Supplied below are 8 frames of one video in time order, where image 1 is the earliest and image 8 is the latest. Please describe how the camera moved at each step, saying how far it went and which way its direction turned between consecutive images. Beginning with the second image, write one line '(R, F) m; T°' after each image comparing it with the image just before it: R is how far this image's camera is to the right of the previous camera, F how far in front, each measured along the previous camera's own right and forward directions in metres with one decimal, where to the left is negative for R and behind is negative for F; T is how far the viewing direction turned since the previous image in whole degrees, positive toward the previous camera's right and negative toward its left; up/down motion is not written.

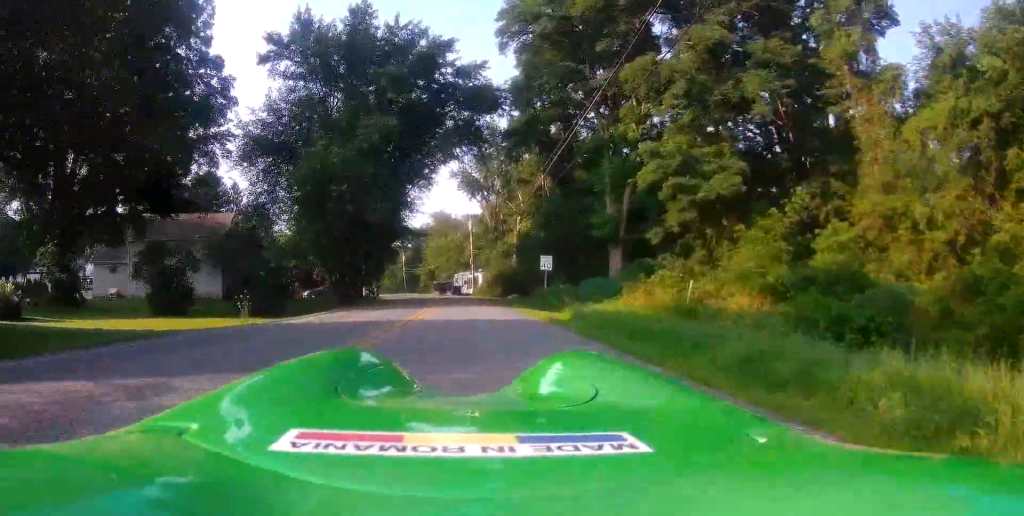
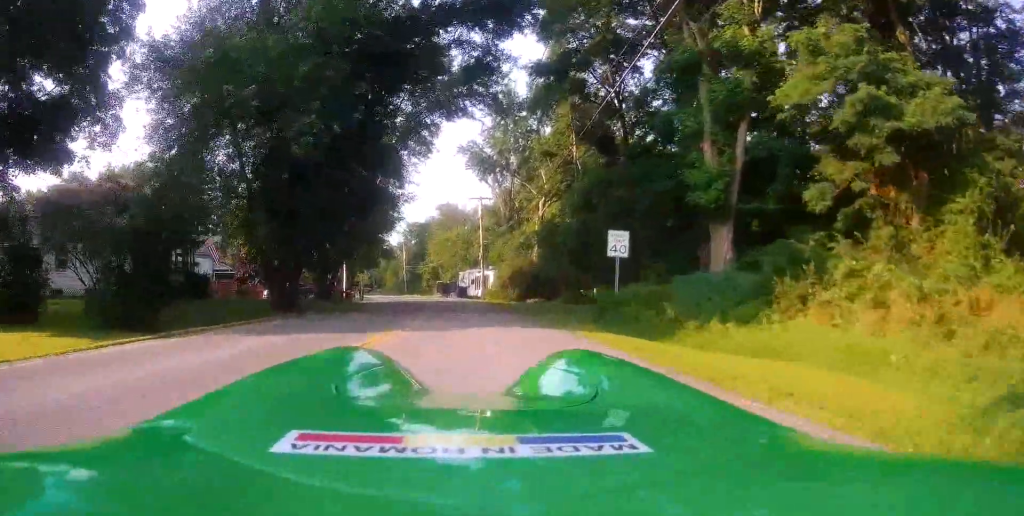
(+0.4, +13.9) m; -4°
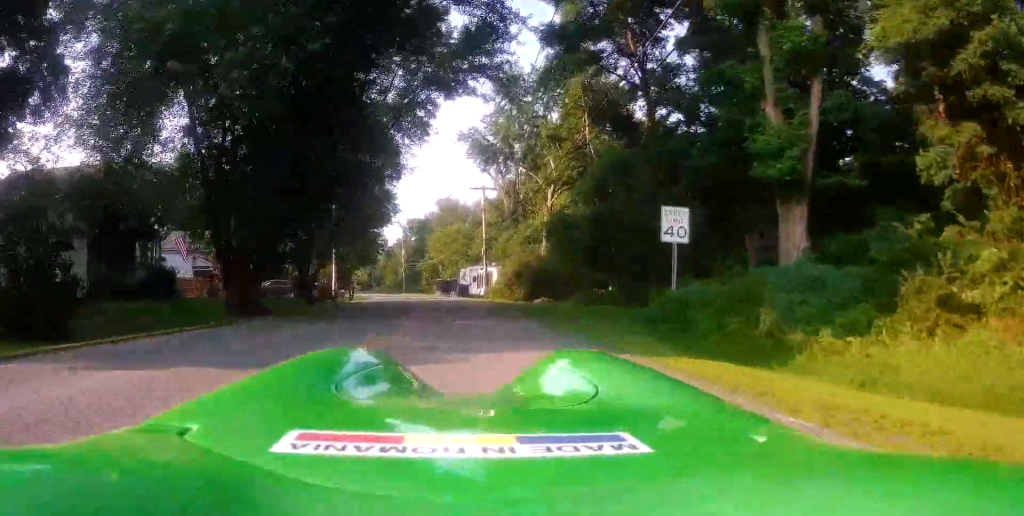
(-0.3, +3.4) m; -3°
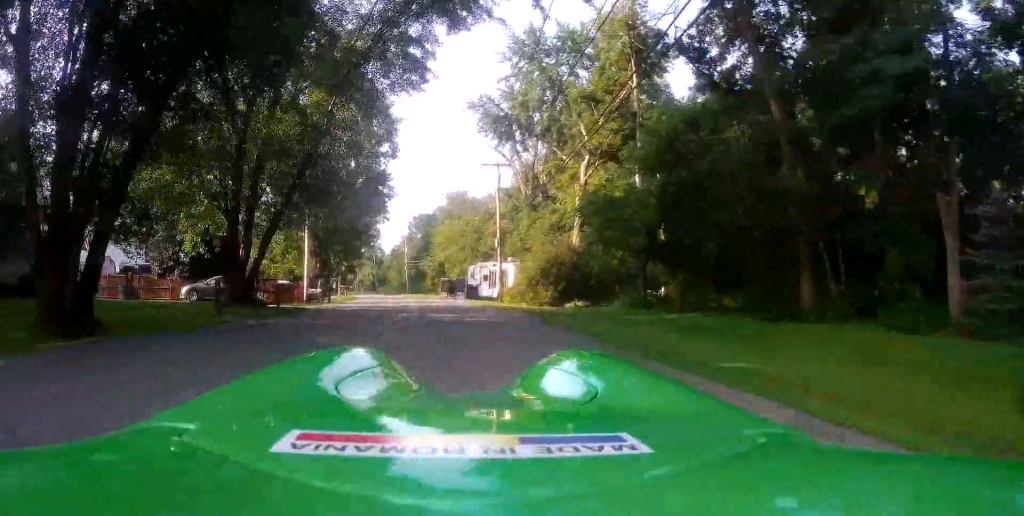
(-0.3, +7.6) m; 0°
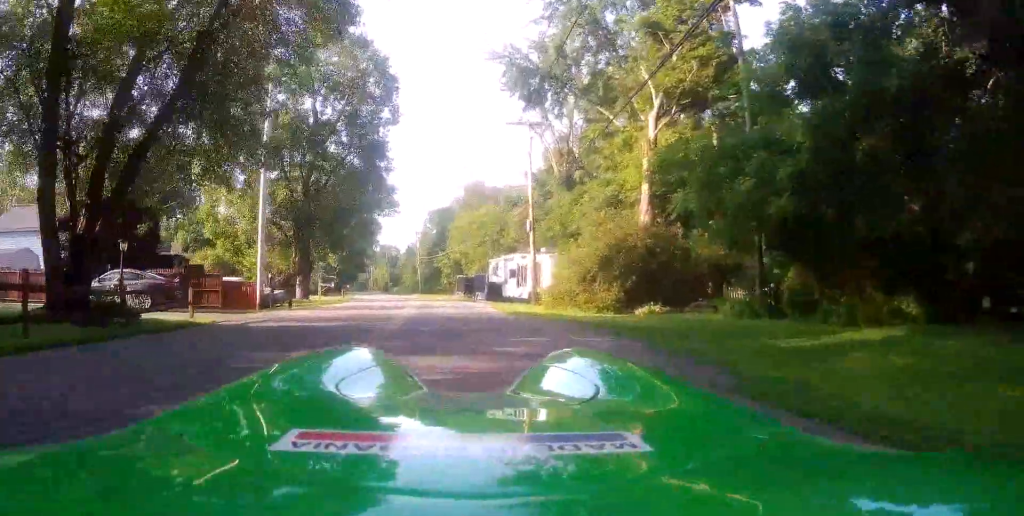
(+0.3, +11.0) m; 0°
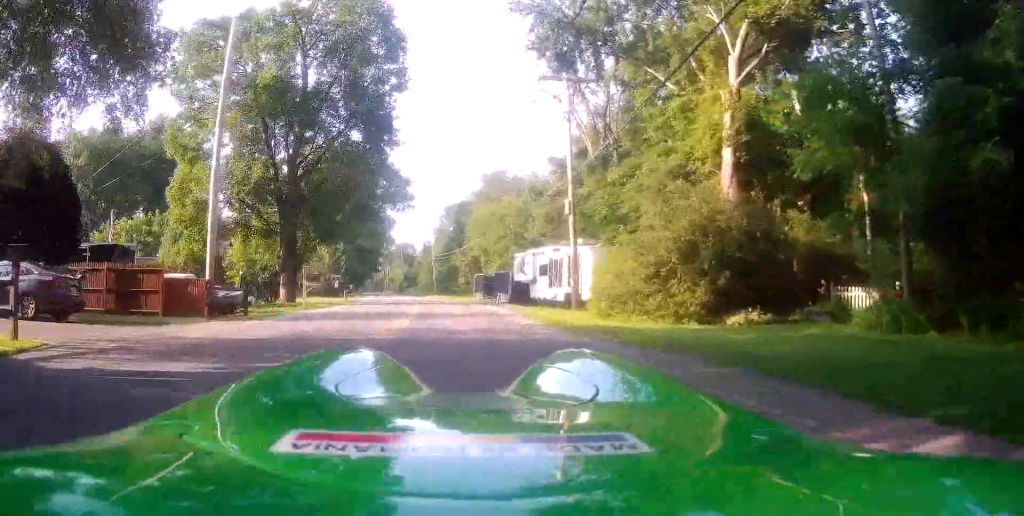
(-0.2, +7.1) m; -2°
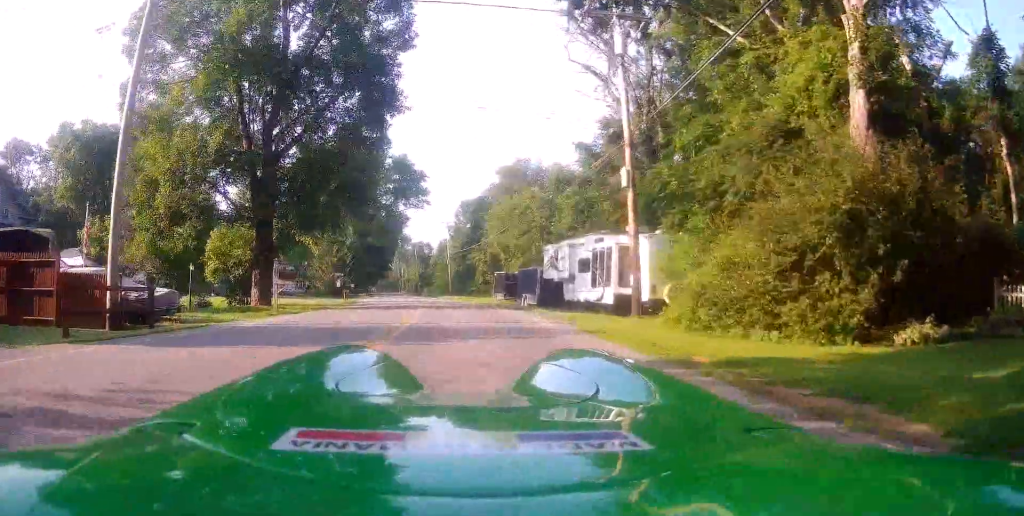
(0.0, +6.8) m; 0°
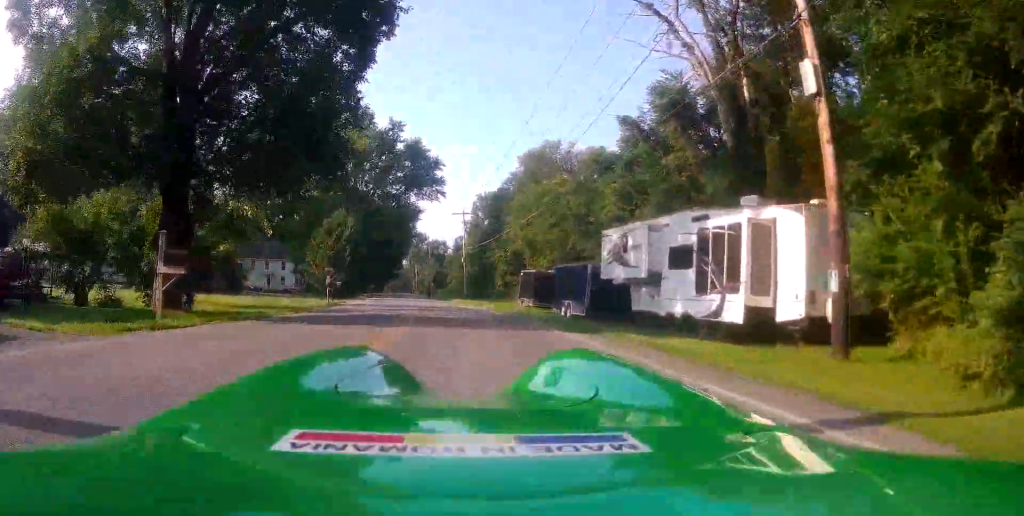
(0.0, +10.1) m; 0°
